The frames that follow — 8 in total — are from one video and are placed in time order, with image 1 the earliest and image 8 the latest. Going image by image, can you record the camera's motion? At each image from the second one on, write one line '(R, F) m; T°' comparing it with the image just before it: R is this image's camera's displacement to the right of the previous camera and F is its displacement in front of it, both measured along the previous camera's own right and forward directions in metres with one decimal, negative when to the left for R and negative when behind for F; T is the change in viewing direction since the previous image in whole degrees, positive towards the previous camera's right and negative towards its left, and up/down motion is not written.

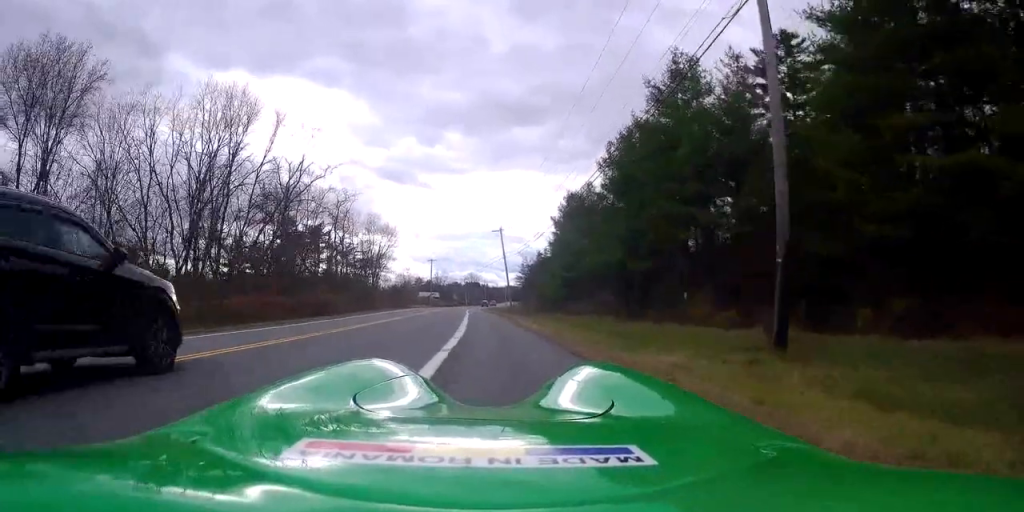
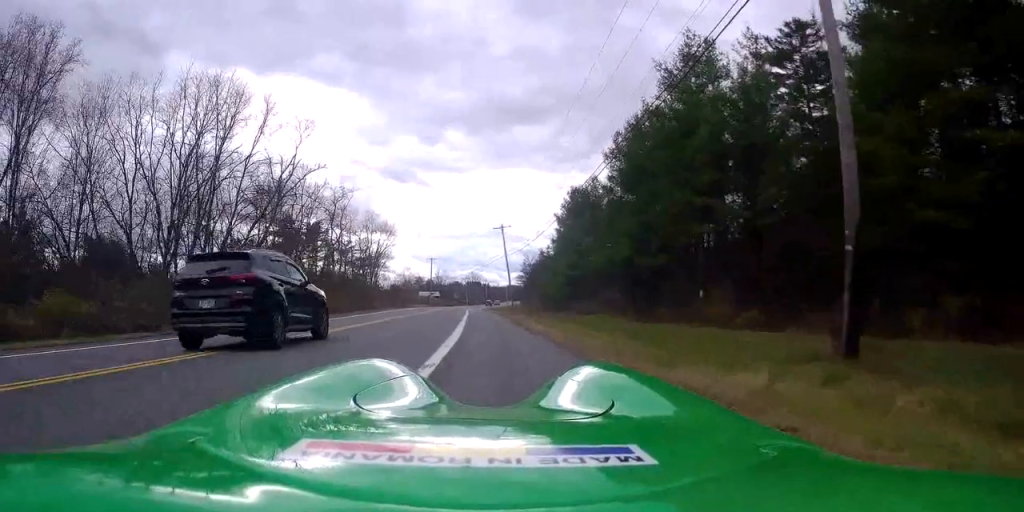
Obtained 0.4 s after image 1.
(-0.1, +2.4) m; -1°
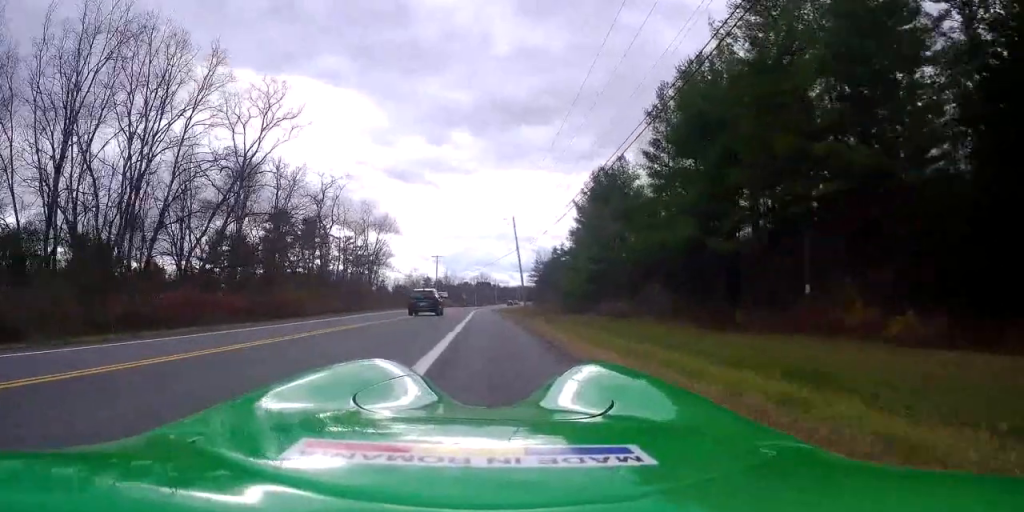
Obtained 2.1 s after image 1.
(-0.2, +9.6) m; -3°
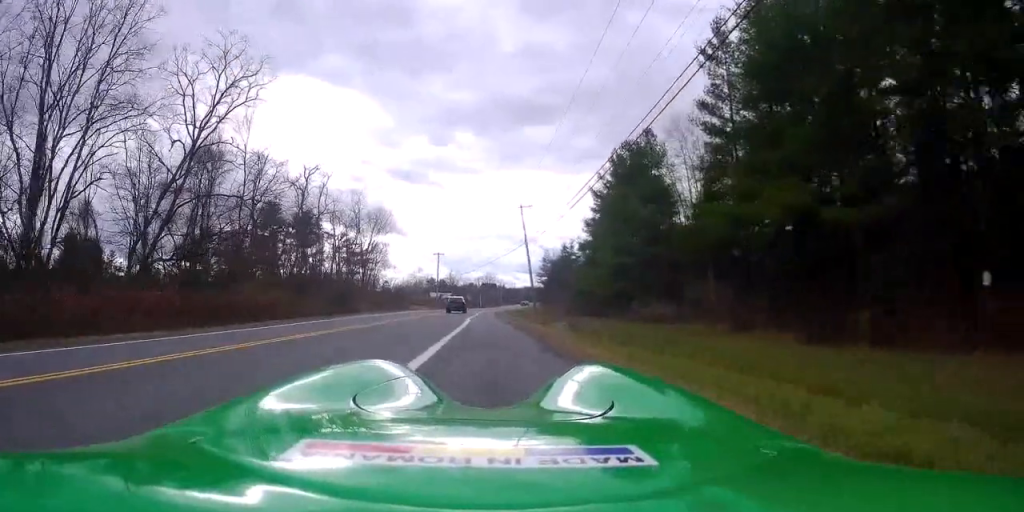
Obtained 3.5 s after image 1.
(-0.6, +8.1) m; -2°
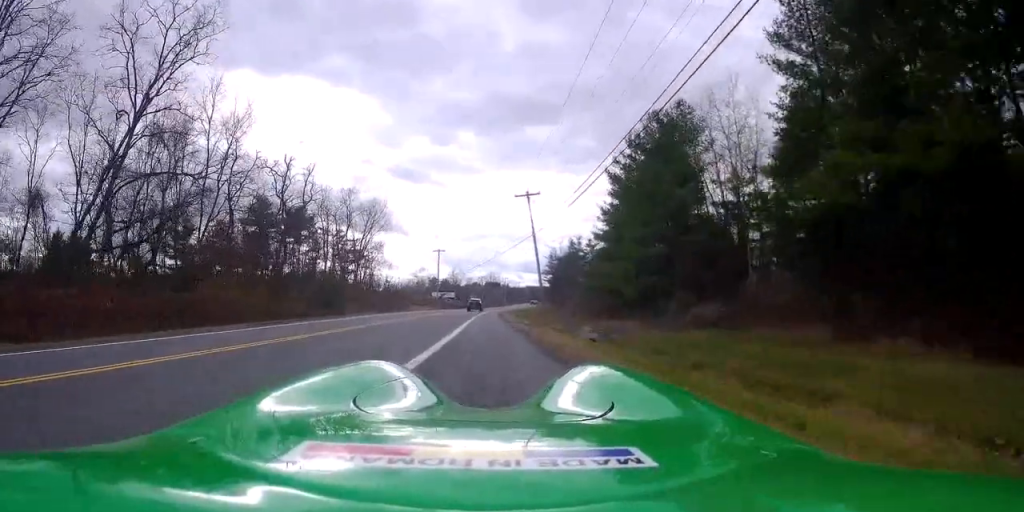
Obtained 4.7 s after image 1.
(+0.6, +6.7) m; +6°
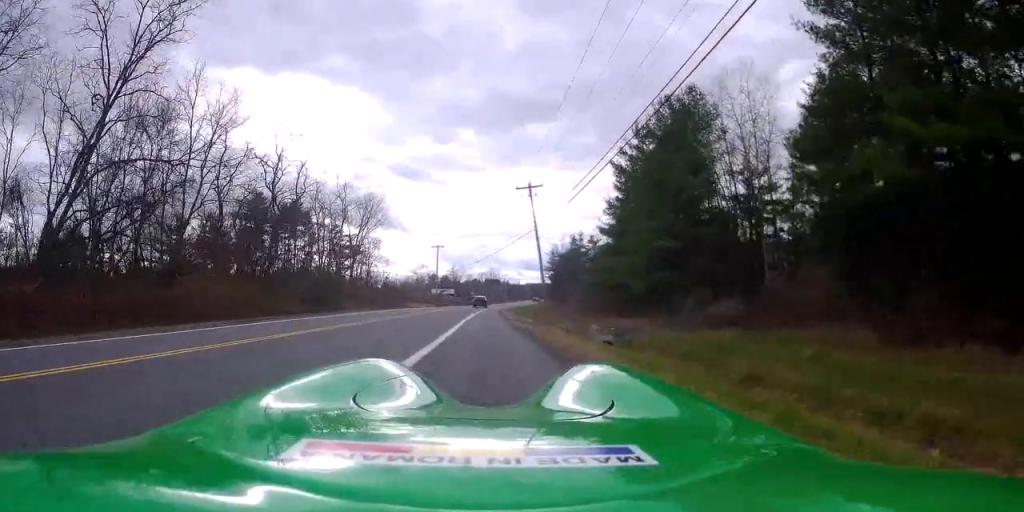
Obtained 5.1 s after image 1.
(0.0, +2.7) m; 0°
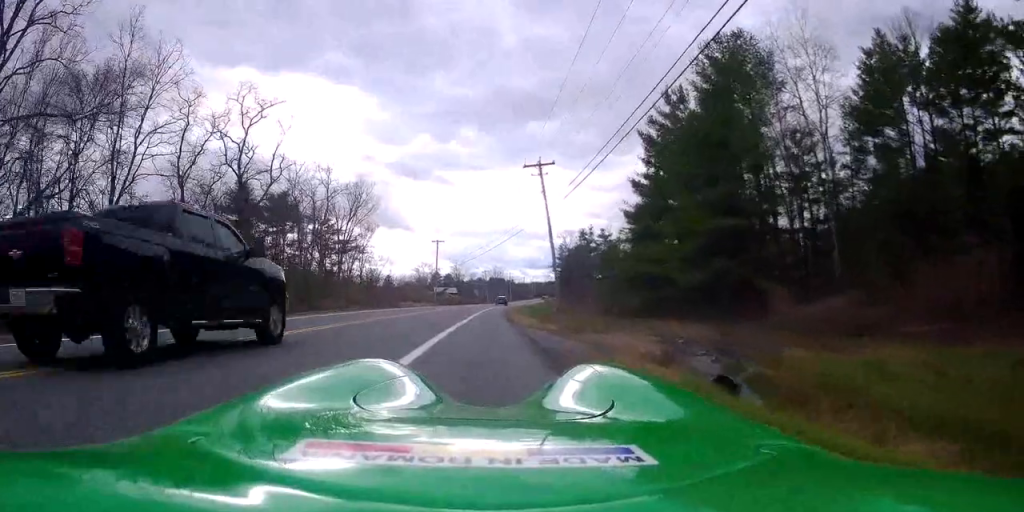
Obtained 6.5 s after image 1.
(-0.3, +8.0) m; -4°
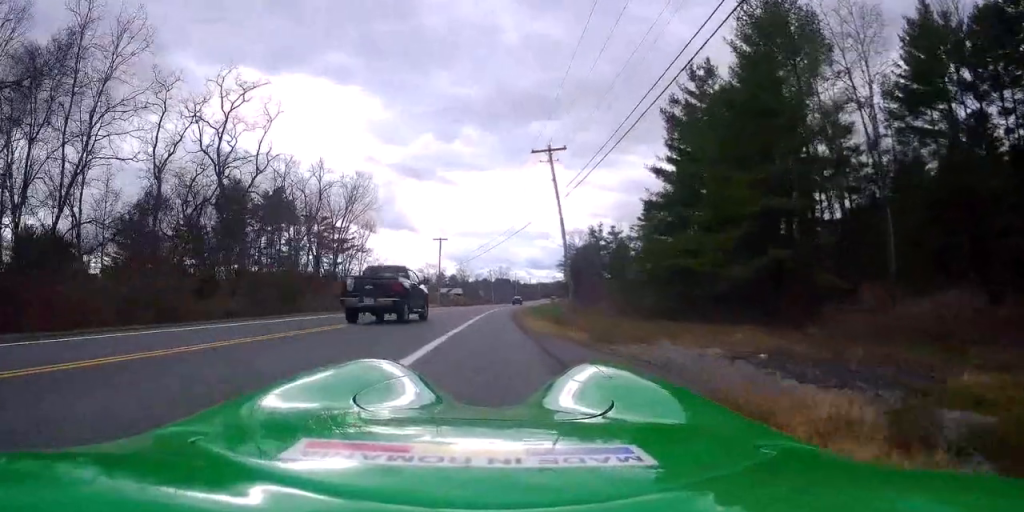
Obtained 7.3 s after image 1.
(-0.1, +4.7) m; -2°
